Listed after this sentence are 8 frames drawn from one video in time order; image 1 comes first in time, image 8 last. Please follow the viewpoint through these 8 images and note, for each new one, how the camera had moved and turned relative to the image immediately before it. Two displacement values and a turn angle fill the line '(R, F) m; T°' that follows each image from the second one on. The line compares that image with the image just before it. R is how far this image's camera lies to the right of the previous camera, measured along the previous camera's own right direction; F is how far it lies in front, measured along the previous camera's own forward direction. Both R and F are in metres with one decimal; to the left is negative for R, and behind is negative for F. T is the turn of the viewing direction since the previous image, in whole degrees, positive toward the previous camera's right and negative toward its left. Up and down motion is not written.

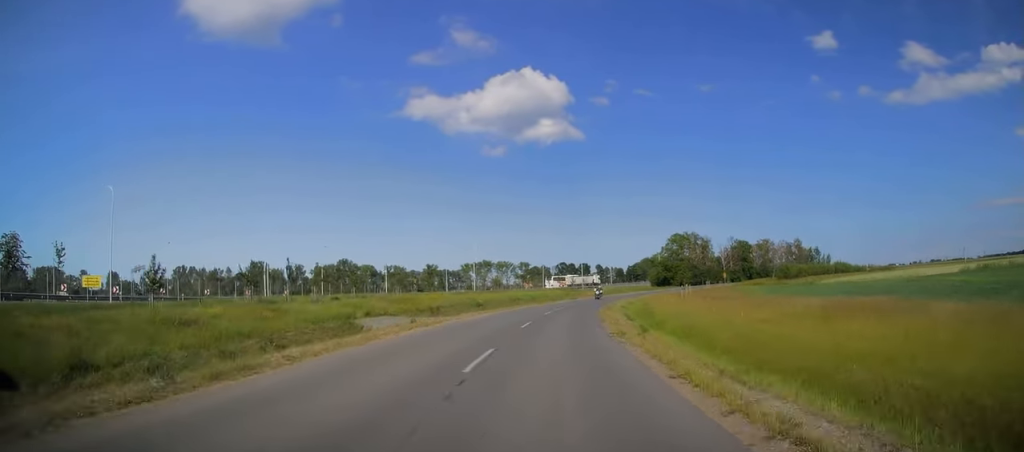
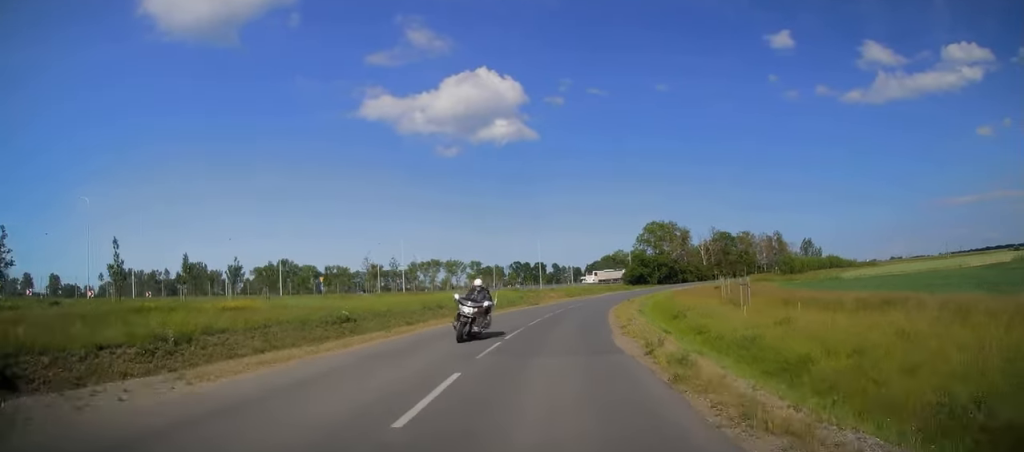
(+1.2, +28.5) m; +4°
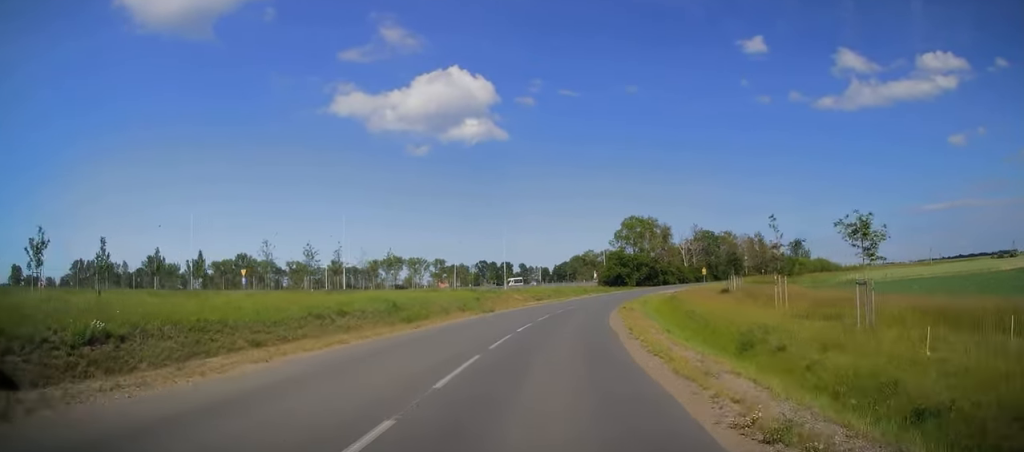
(+0.4, +14.9) m; +2°
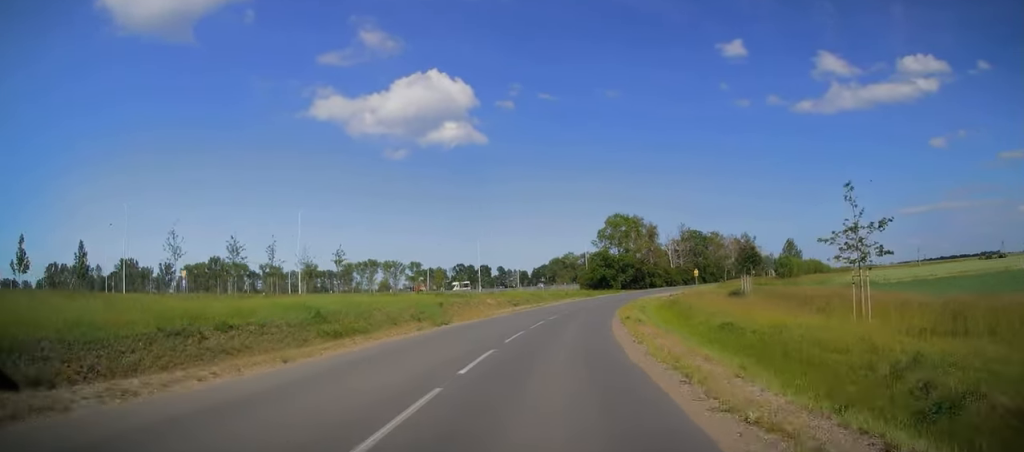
(-0.1, +8.9) m; +2°
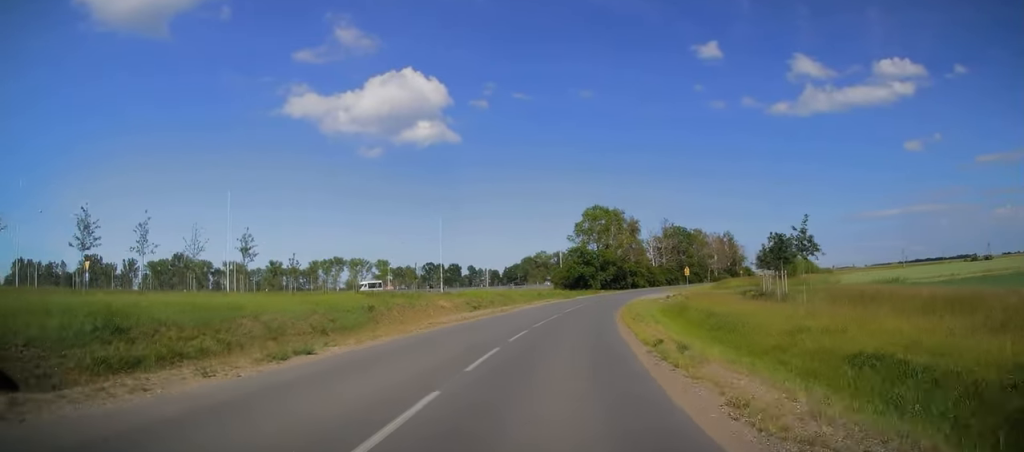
(+0.1, +12.0) m; +3°
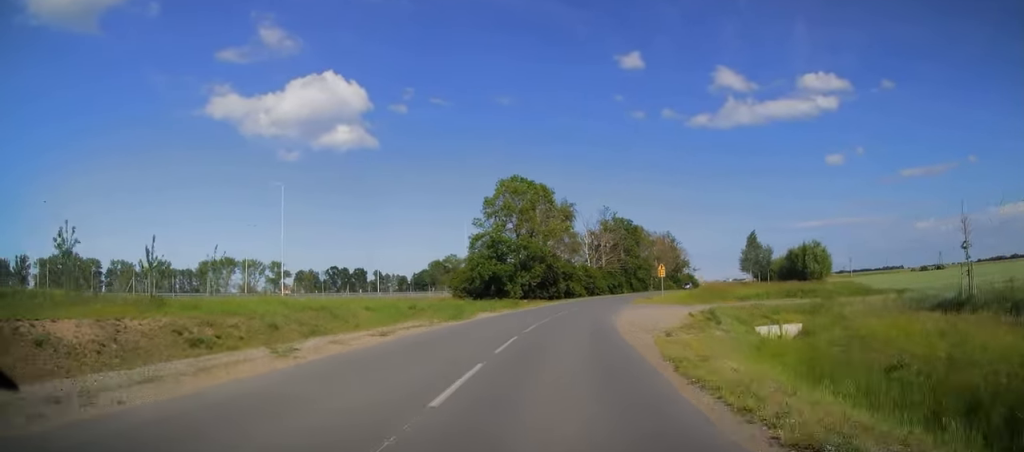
(+2.8, +32.9) m; +9°
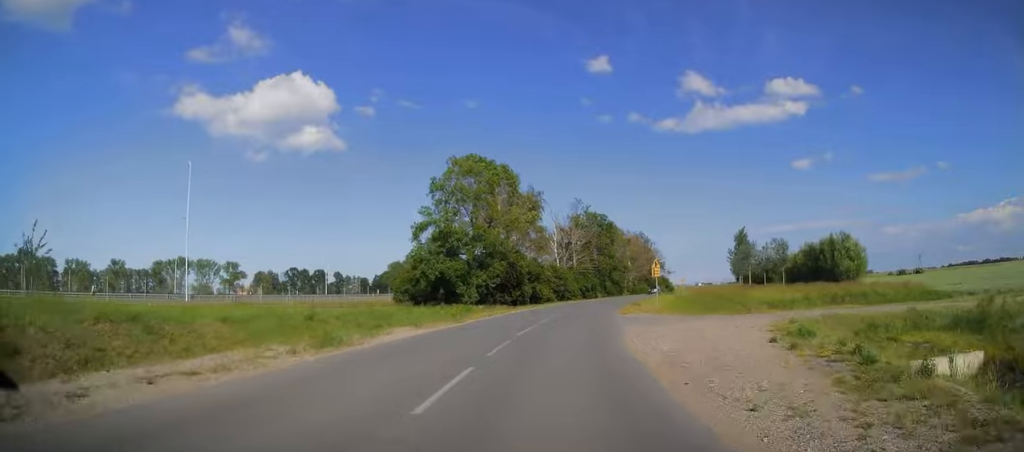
(+0.4, +12.5) m; +3°
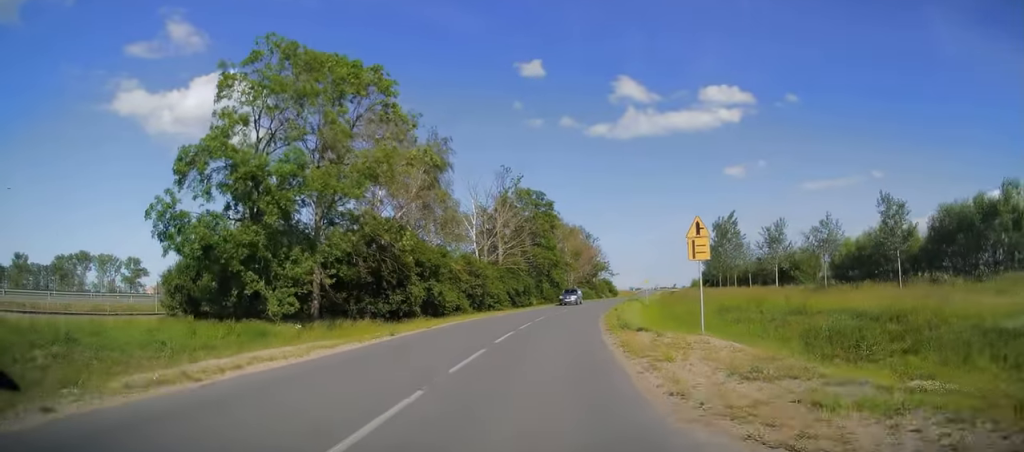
(+1.4, +26.1) m; +6°
